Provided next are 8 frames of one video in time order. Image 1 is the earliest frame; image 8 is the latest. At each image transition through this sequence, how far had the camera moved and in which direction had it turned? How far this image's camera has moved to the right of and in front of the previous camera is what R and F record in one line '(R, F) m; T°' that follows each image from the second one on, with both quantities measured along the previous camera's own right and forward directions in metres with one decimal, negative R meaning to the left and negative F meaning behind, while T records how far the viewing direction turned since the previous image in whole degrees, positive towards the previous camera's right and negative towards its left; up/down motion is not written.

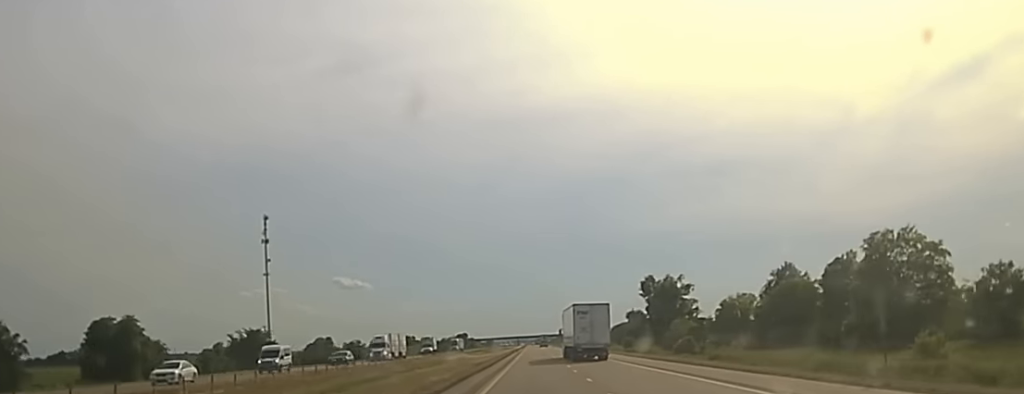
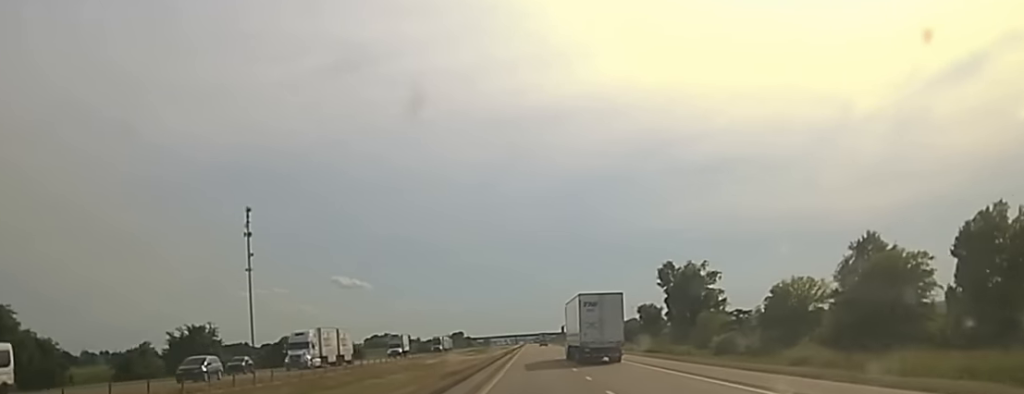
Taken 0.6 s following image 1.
(0.0, +34.5) m; 0°
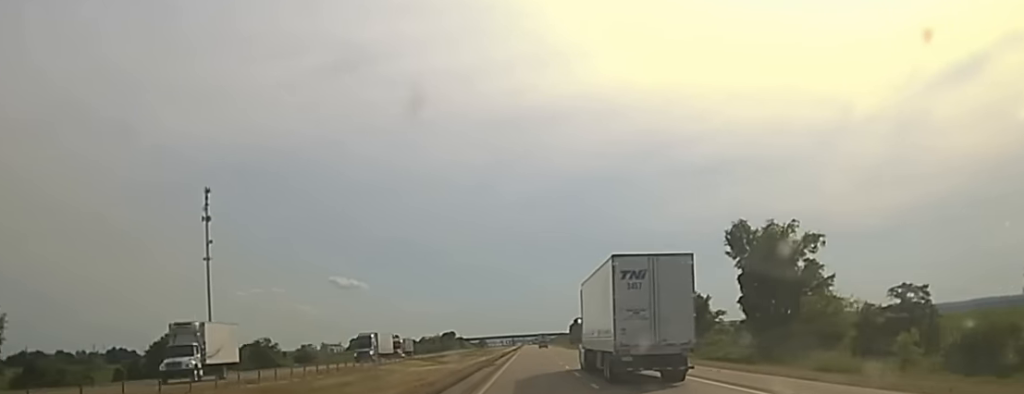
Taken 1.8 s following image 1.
(-0.2, +77.3) m; 0°
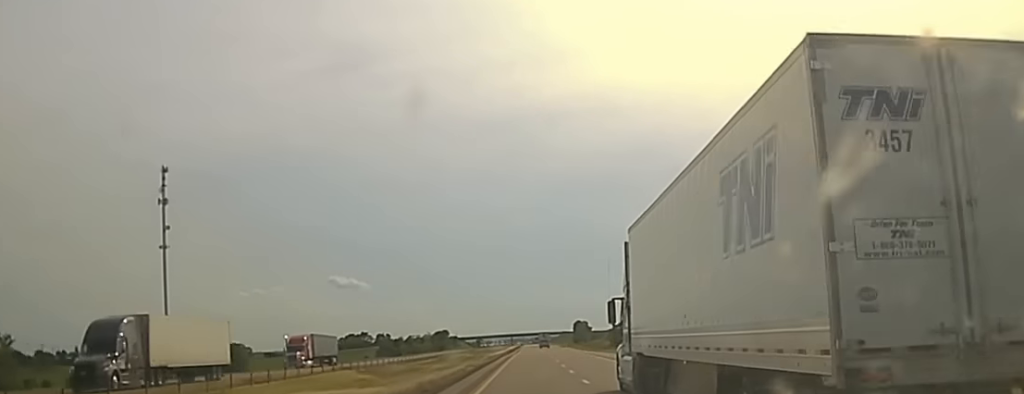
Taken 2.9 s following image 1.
(-0.1, +61.6) m; 0°
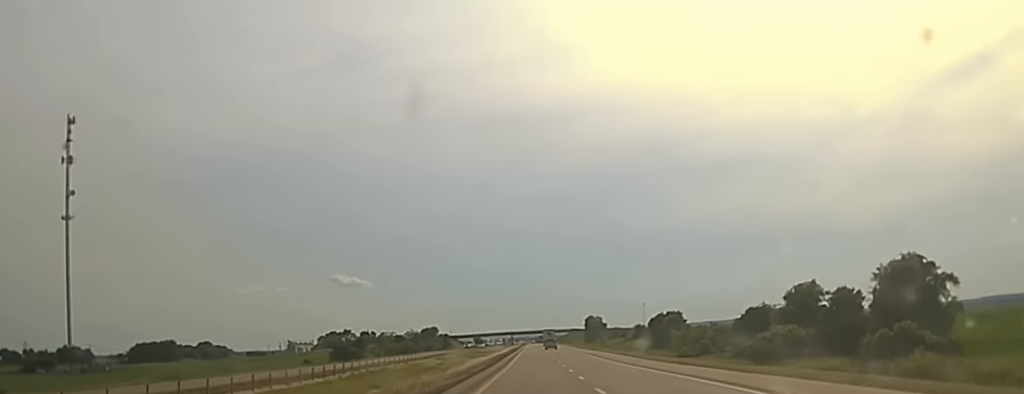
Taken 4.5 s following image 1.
(+0.3, +92.7) m; 0°
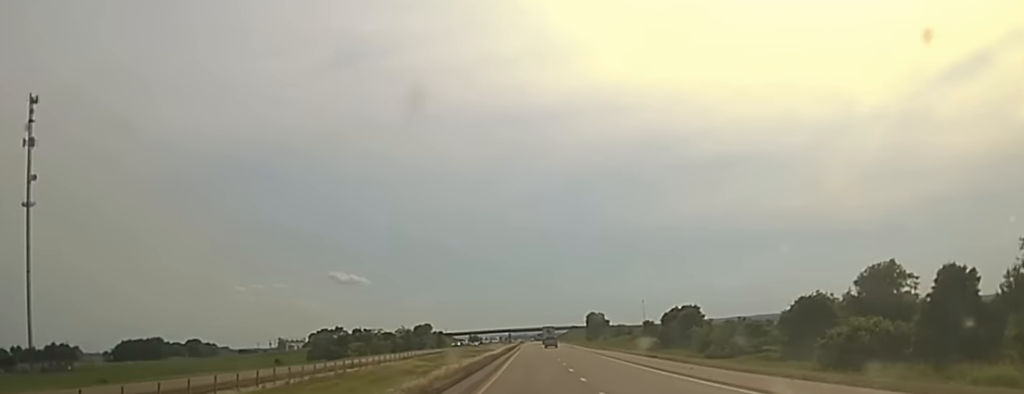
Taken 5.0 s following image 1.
(-0.1, +25.0) m; 0°
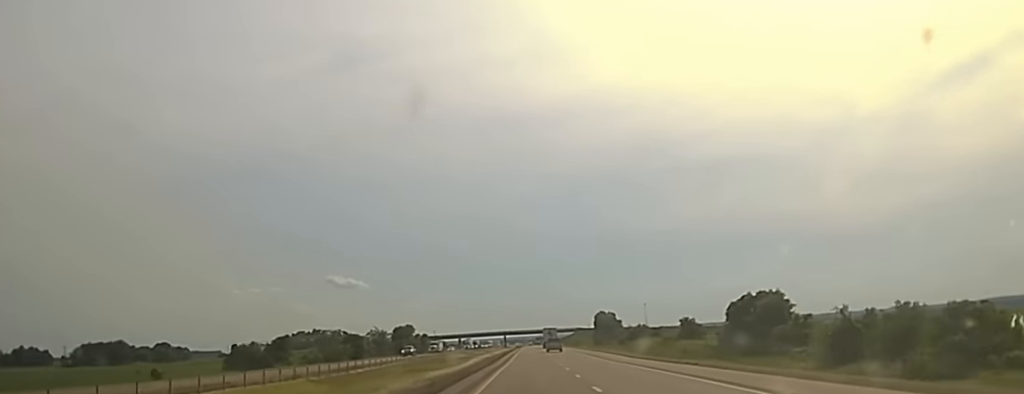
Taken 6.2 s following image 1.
(-0.2, +69.3) m; 0°
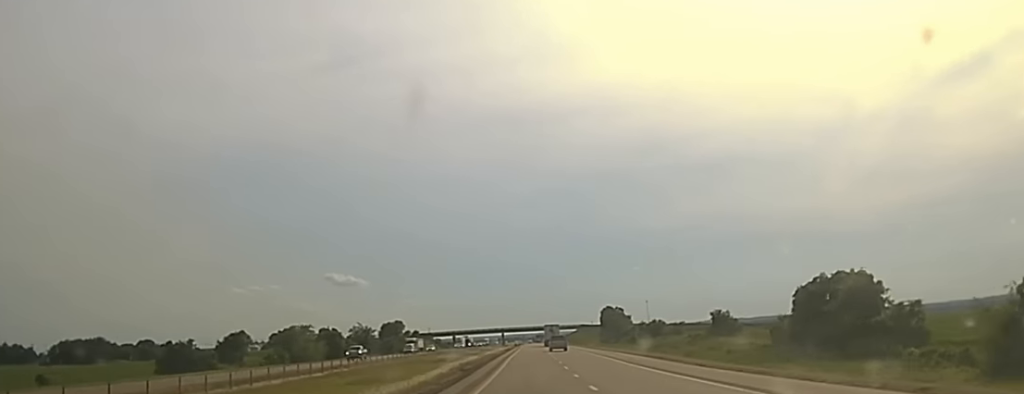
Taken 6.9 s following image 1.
(-0.1, +36.9) m; 0°
